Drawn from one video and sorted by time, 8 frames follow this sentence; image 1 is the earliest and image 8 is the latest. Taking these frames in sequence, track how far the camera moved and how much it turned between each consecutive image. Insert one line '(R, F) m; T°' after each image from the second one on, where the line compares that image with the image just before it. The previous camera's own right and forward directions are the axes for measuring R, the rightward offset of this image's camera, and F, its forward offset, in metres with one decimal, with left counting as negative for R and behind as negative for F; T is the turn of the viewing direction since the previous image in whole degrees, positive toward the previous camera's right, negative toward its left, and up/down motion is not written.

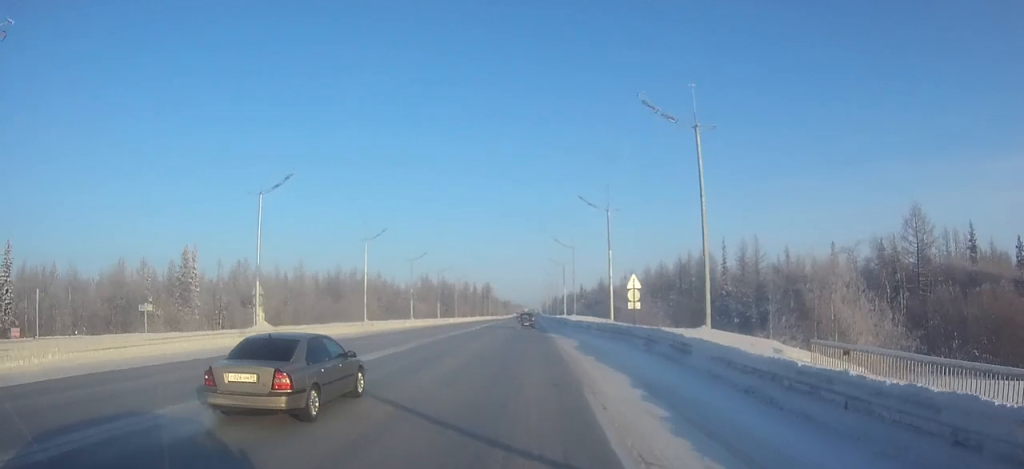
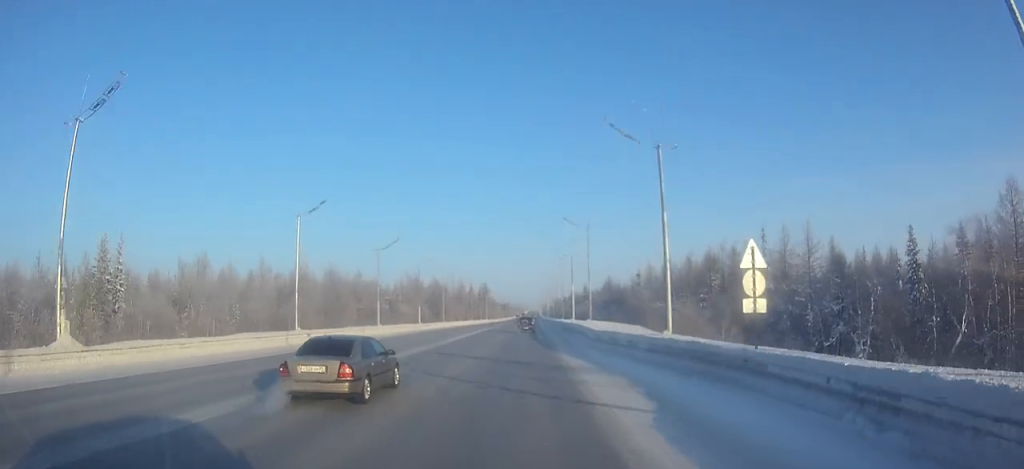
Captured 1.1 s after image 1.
(0.0, +19.0) m; 0°
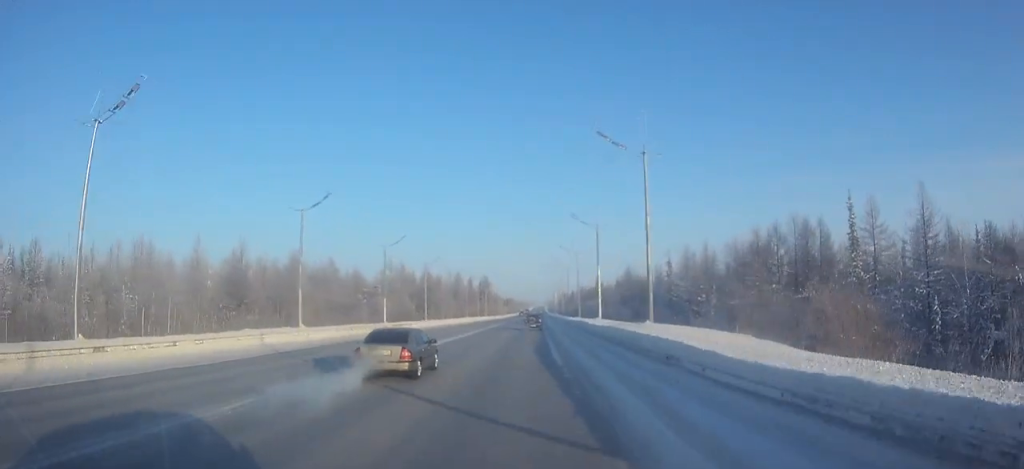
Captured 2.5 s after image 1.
(-0.1, +25.0) m; 0°
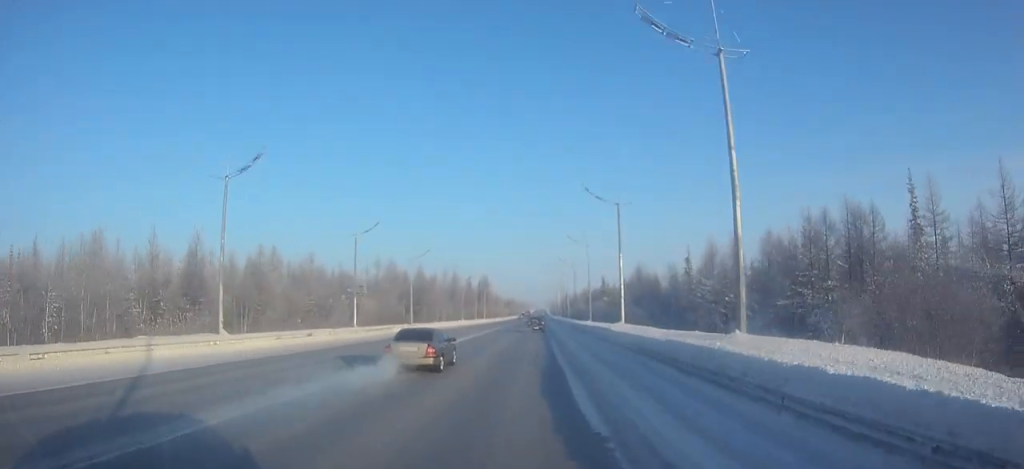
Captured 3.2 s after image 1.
(0.0, +12.3) m; 0°
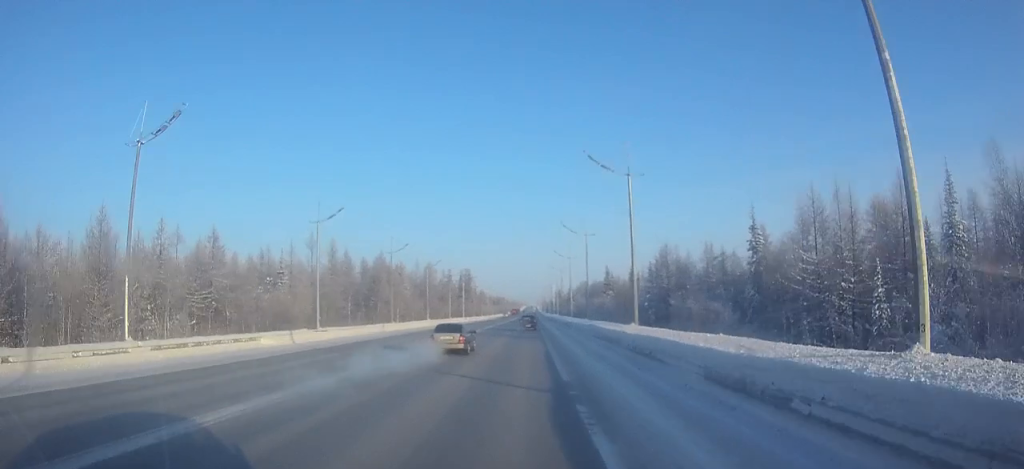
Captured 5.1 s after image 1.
(+0.2, +33.3) m; 0°
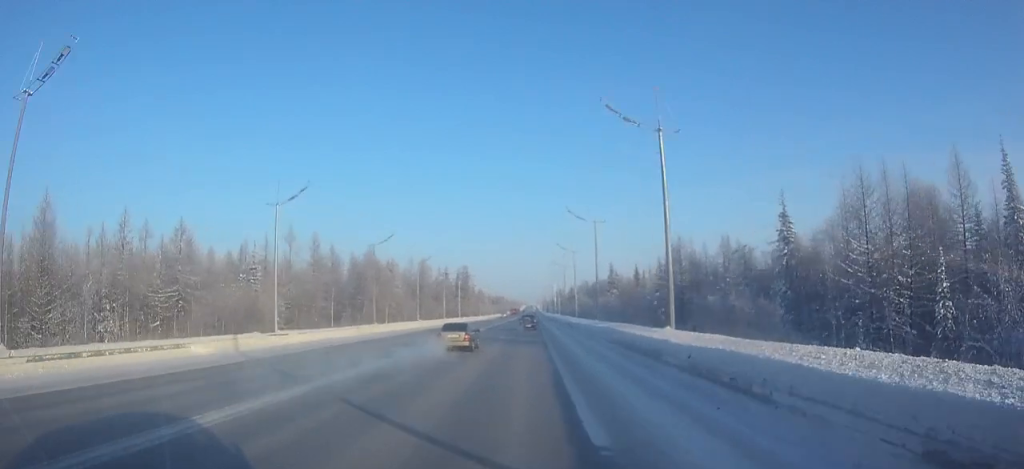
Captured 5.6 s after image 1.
(0.0, +8.4) m; 0°
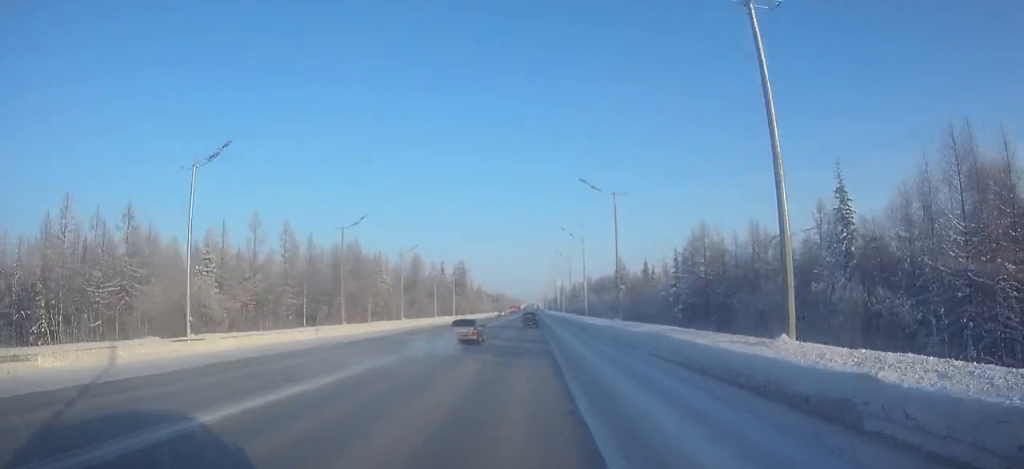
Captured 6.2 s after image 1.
(0.0, +11.5) m; 0°
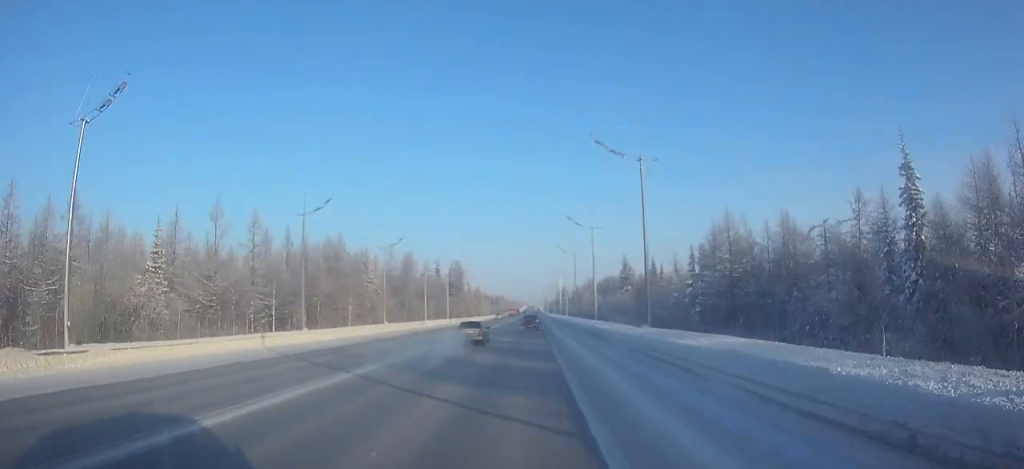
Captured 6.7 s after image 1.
(0.0, +9.7) m; 0°
